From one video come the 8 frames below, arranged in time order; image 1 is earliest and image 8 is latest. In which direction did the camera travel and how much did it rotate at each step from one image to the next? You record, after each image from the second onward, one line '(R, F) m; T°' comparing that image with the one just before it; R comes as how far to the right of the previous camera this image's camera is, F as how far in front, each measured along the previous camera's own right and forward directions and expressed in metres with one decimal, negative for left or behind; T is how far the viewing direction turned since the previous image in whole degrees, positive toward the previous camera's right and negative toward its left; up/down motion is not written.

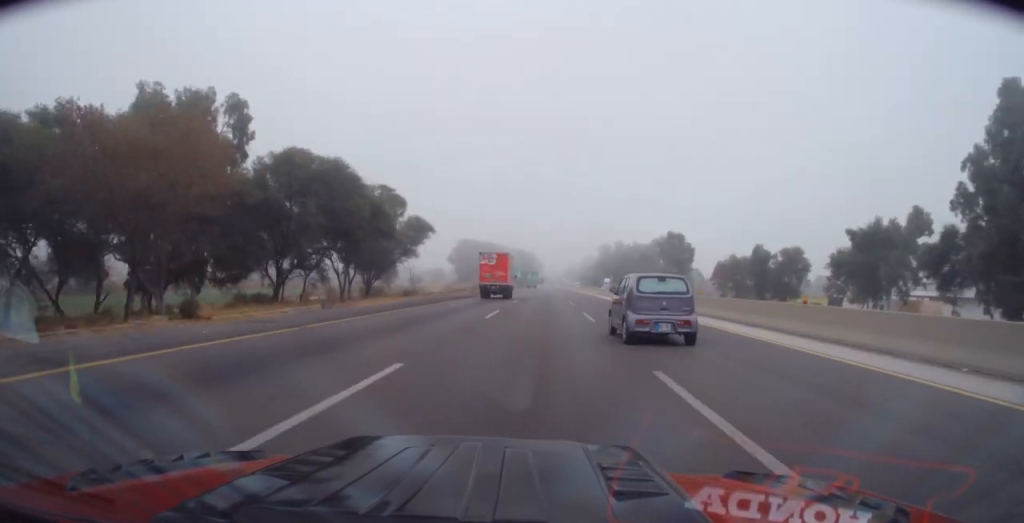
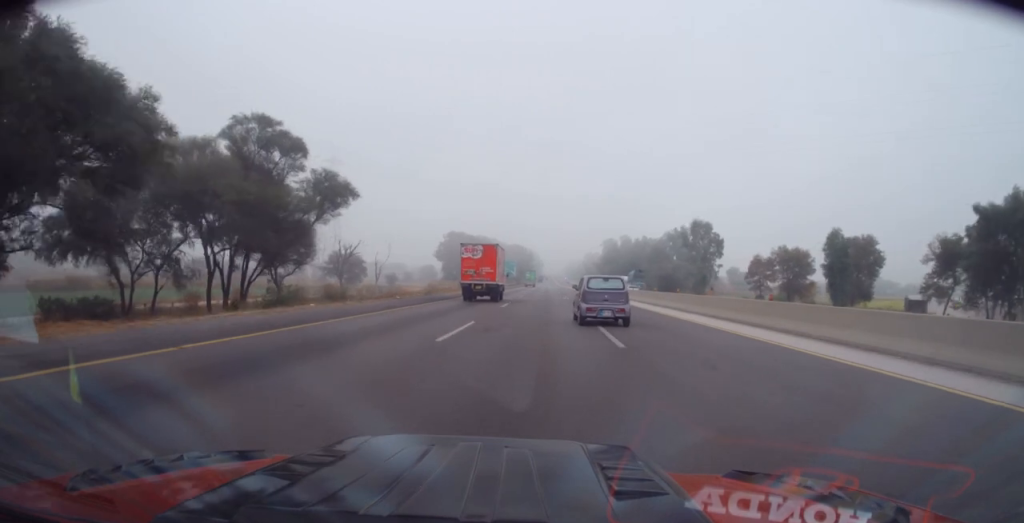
(-0.2, +26.6) m; -1°
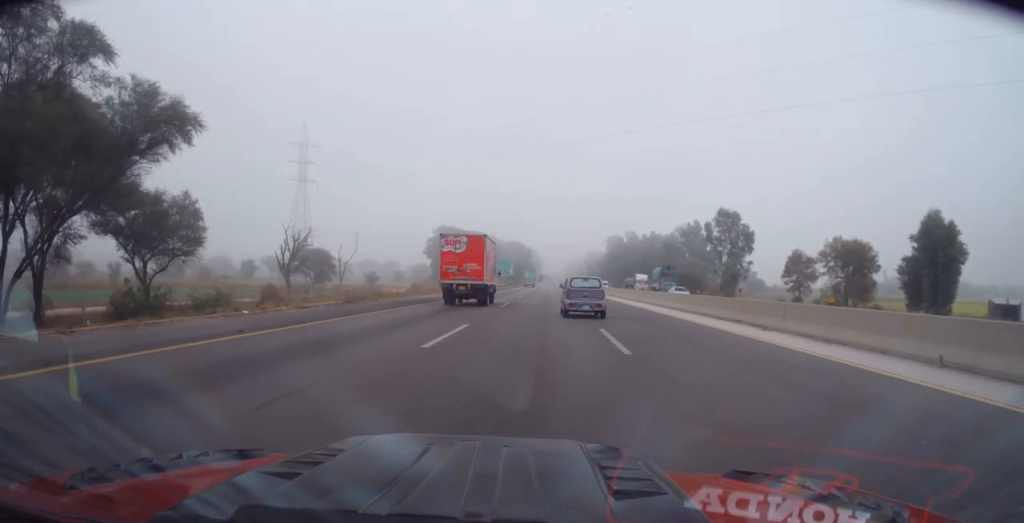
(-0.1, +19.2) m; 0°
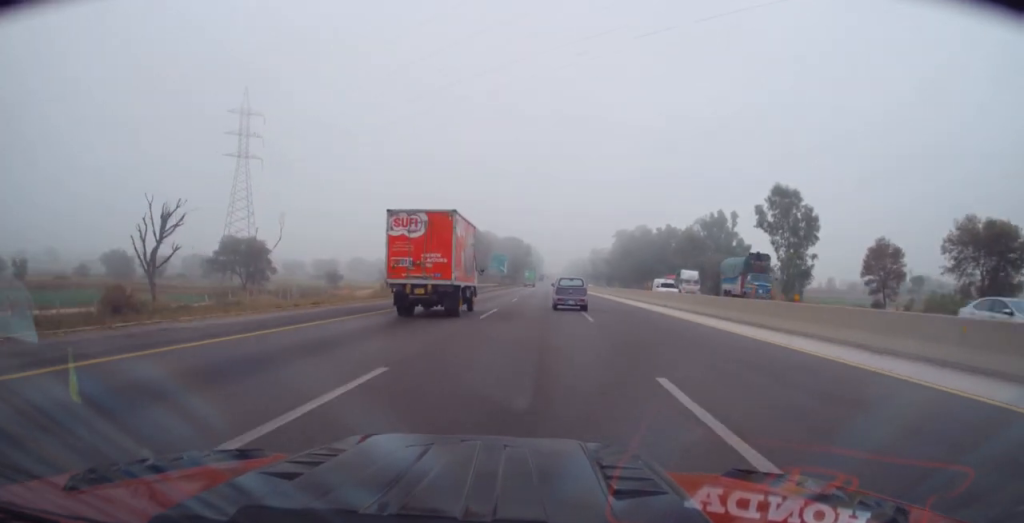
(+0.4, +26.9) m; +1°
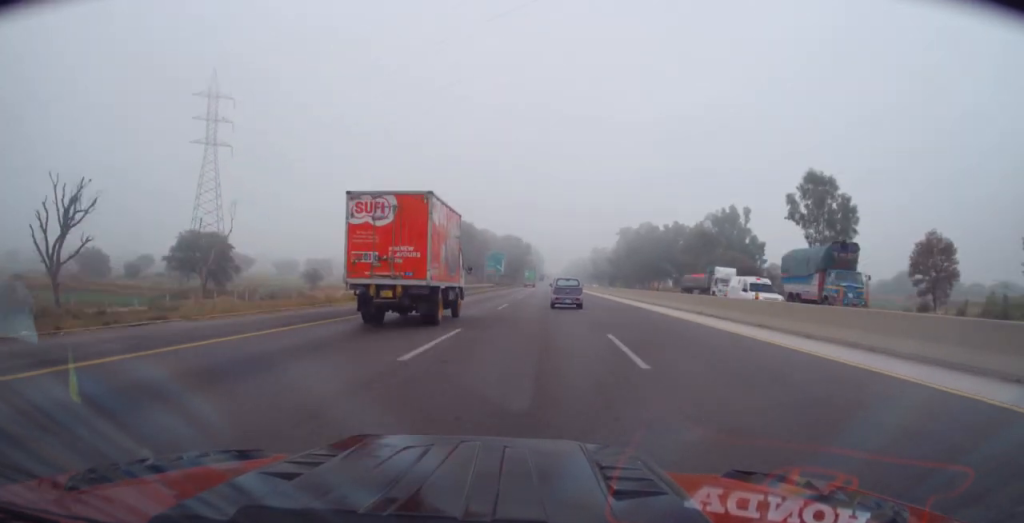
(+0.2, +10.9) m; 0°
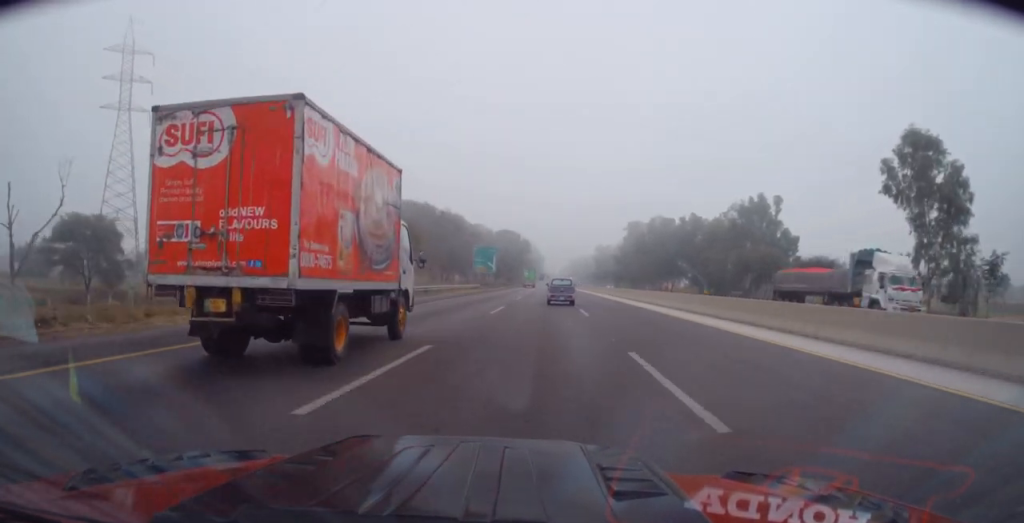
(-0.3, +21.9) m; -1°
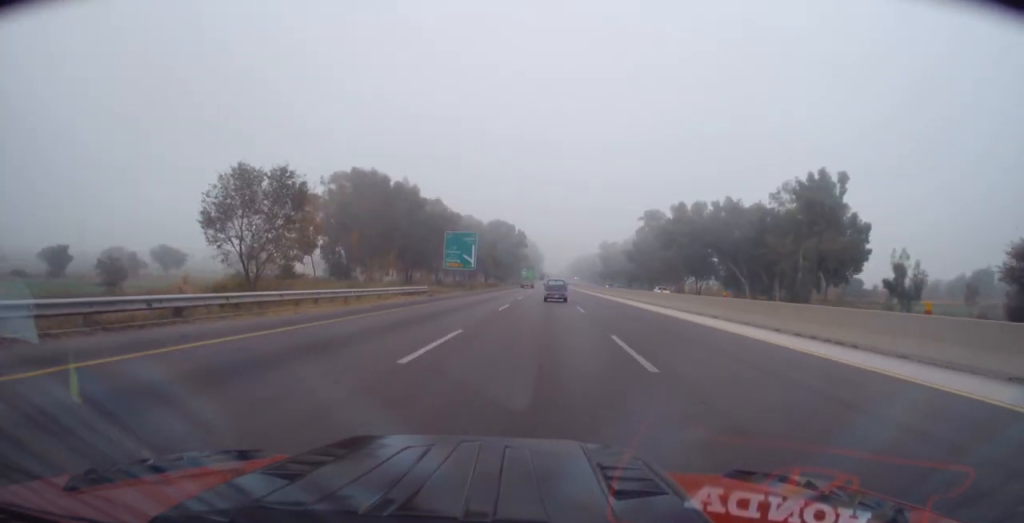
(+0.1, +32.2) m; +1°
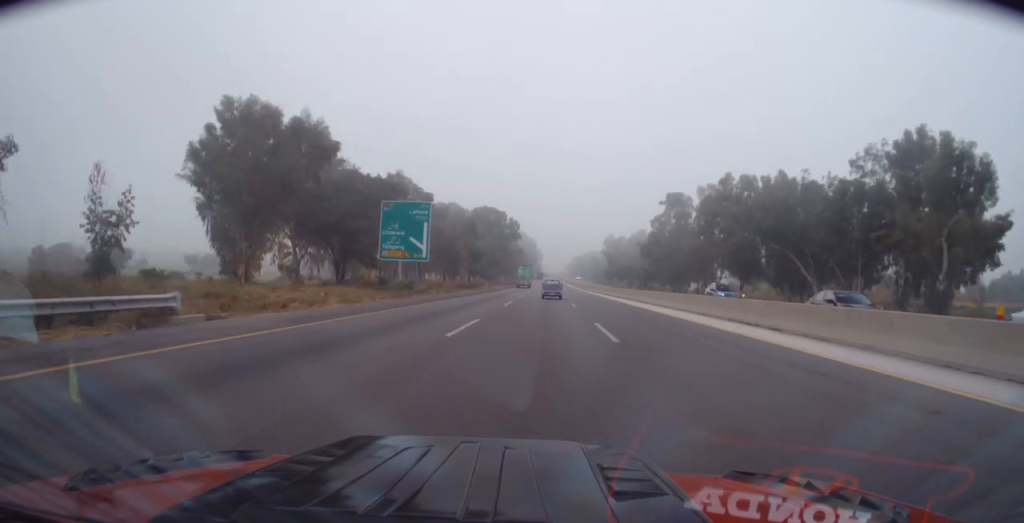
(+0.2, +31.4) m; -1°
